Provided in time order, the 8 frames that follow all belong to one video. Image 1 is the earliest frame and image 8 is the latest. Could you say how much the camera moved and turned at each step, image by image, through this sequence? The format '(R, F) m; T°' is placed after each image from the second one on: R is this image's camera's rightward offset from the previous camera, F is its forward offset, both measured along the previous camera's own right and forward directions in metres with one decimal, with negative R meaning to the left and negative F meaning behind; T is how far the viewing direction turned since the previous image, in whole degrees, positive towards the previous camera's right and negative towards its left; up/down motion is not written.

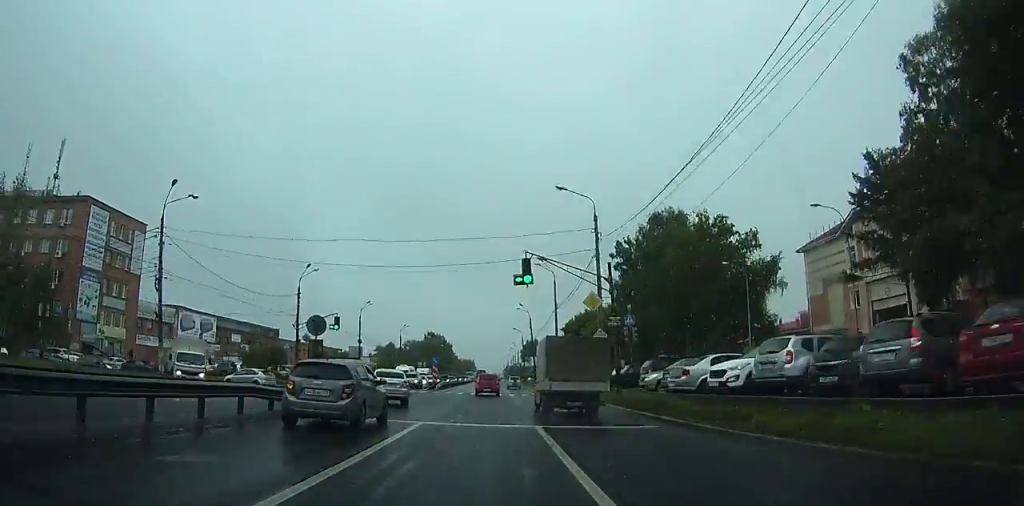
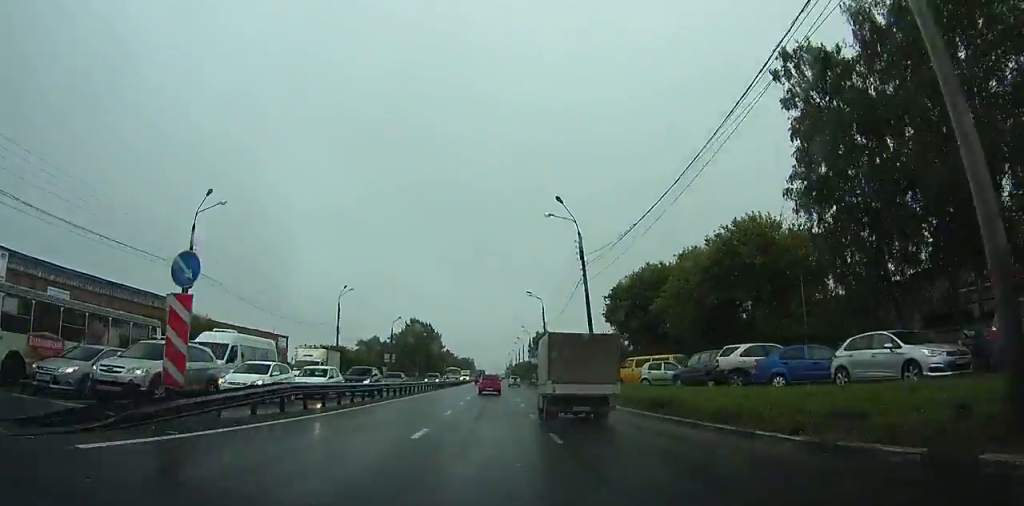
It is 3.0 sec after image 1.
(-0.1, +47.2) m; 0°
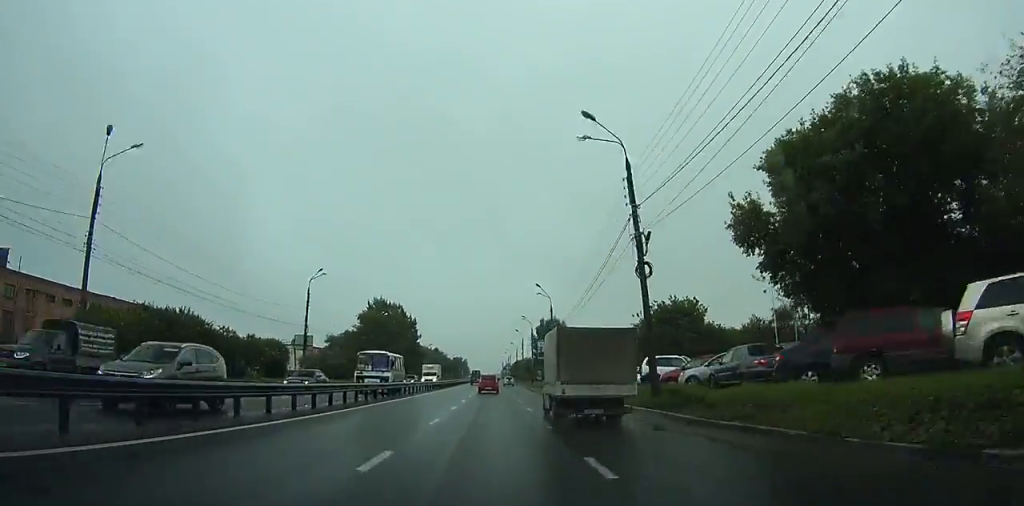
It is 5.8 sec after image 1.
(-0.2, +44.2) m; 0°
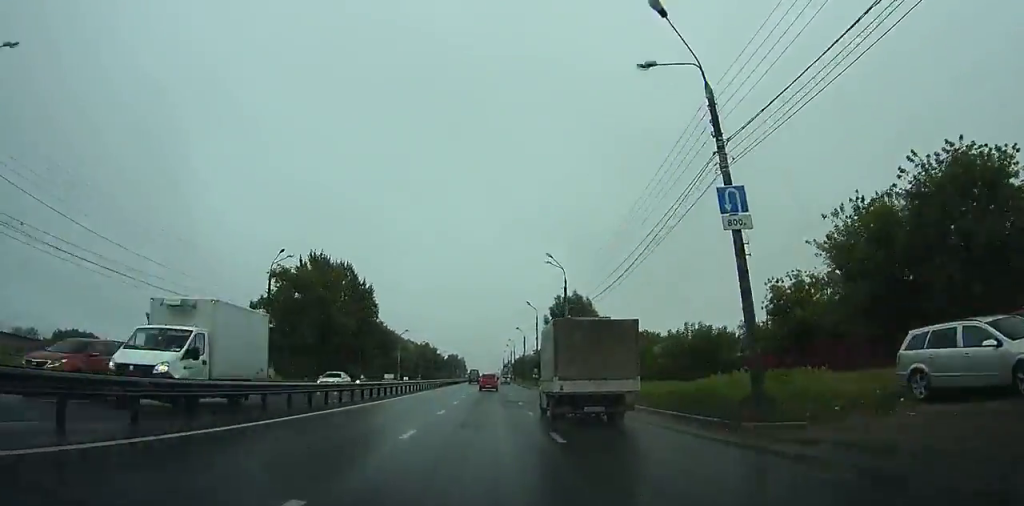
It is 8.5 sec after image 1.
(+0.3, +43.4) m; +1°
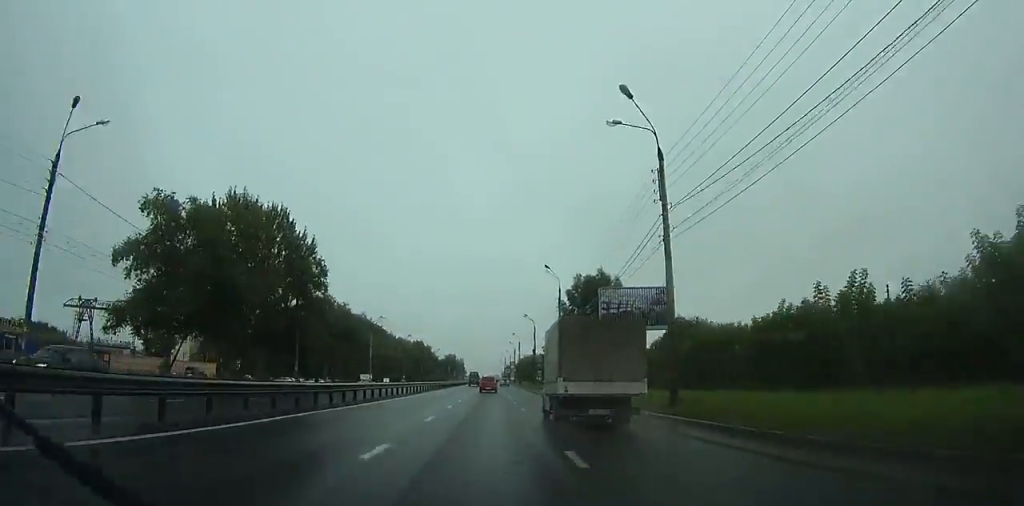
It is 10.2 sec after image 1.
(+0.1, +26.7) m; 0°
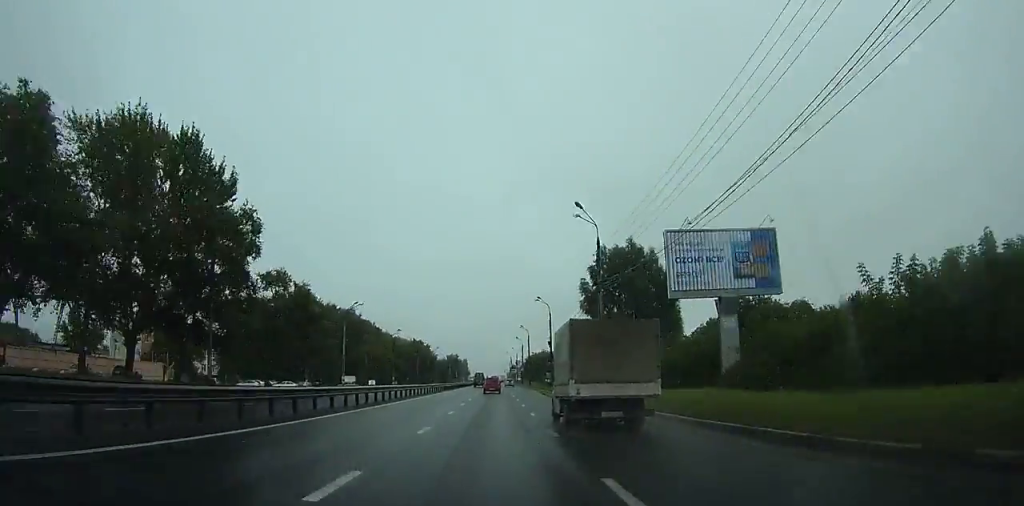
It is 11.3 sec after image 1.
(0.0, +18.4) m; 0°
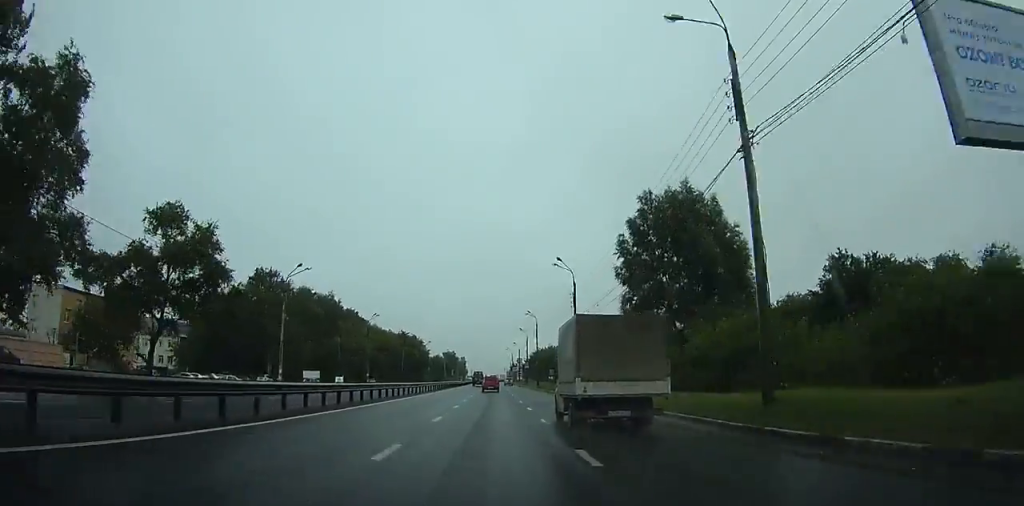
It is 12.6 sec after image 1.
(0.0, +20.6) m; 0°
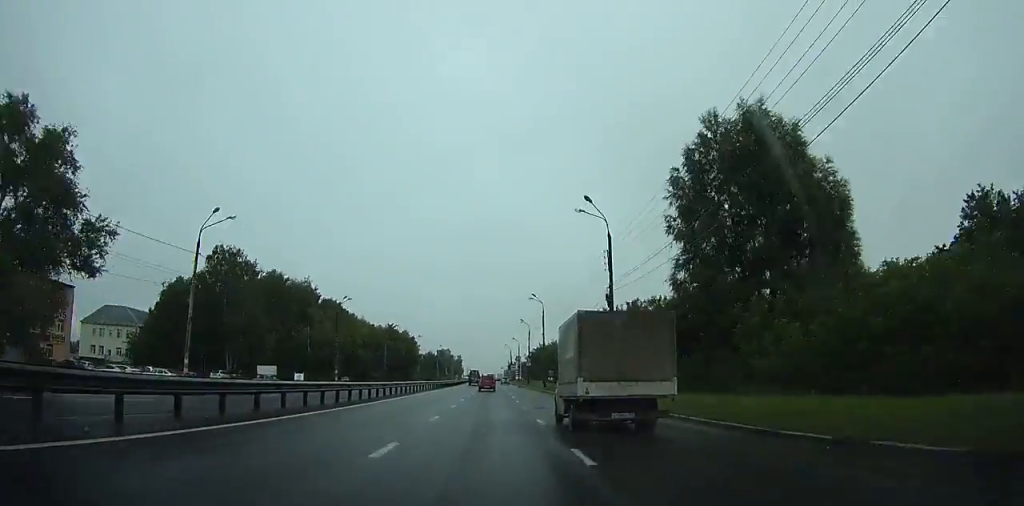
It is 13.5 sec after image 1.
(-0.1, +15.4) m; 0°
